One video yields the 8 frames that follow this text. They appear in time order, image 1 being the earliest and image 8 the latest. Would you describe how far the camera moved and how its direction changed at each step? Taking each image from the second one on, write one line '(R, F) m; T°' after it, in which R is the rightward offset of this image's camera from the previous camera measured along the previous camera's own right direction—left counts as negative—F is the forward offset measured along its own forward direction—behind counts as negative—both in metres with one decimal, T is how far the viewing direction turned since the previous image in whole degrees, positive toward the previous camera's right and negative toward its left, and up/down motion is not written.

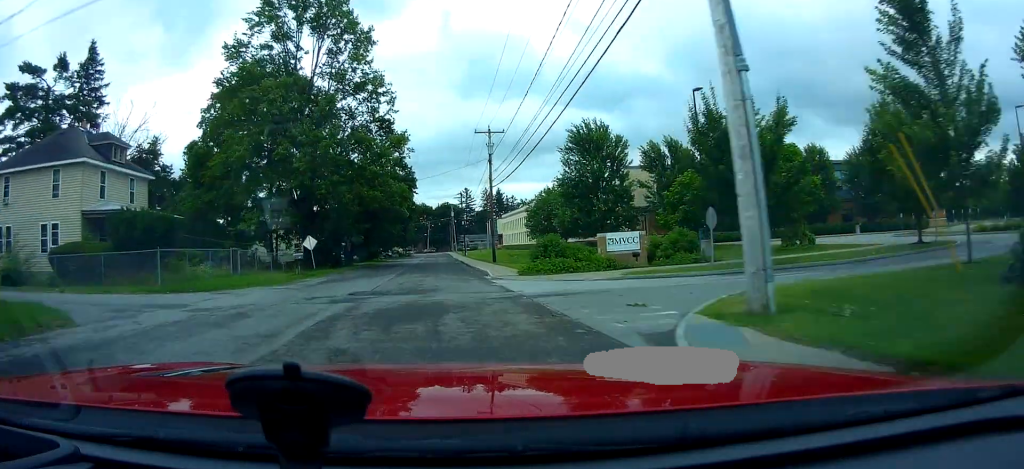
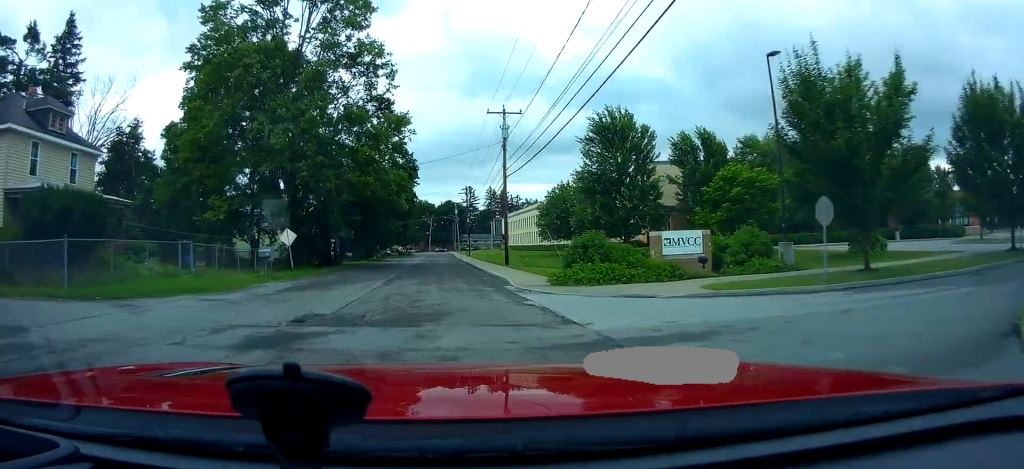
(-0.1, +6.6) m; 0°
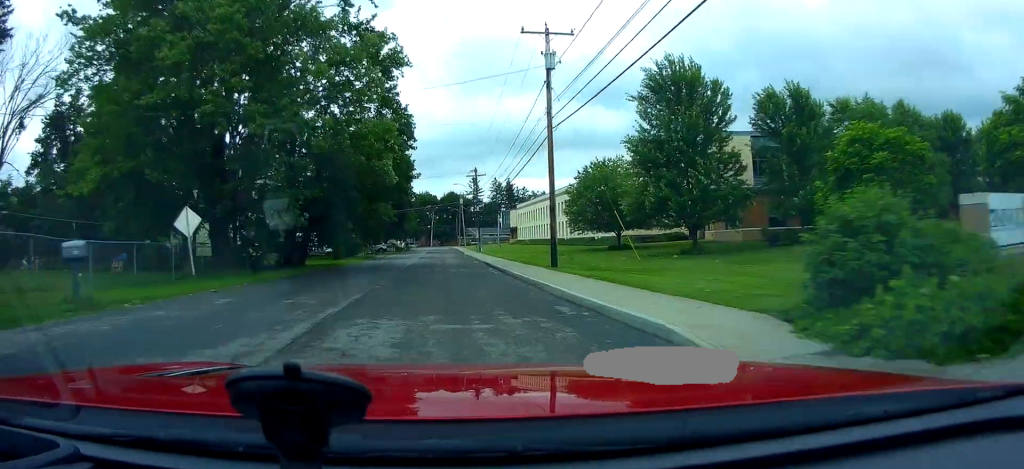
(+0.1, +14.5) m; 0°
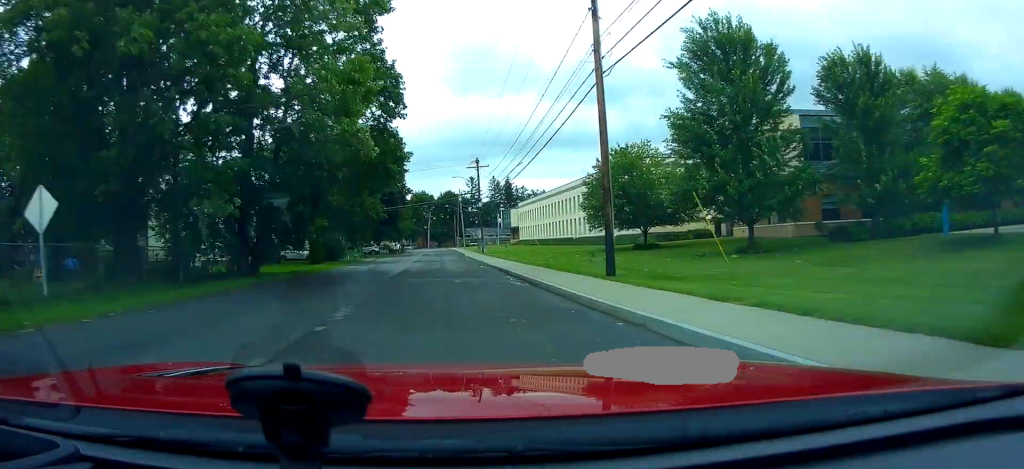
(0.0, +8.3) m; 0°
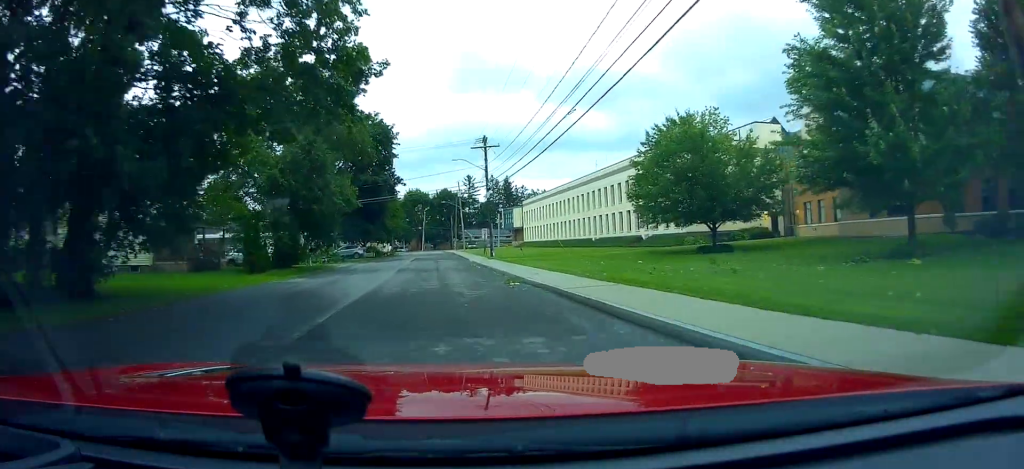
(-0.1, +13.5) m; +2°
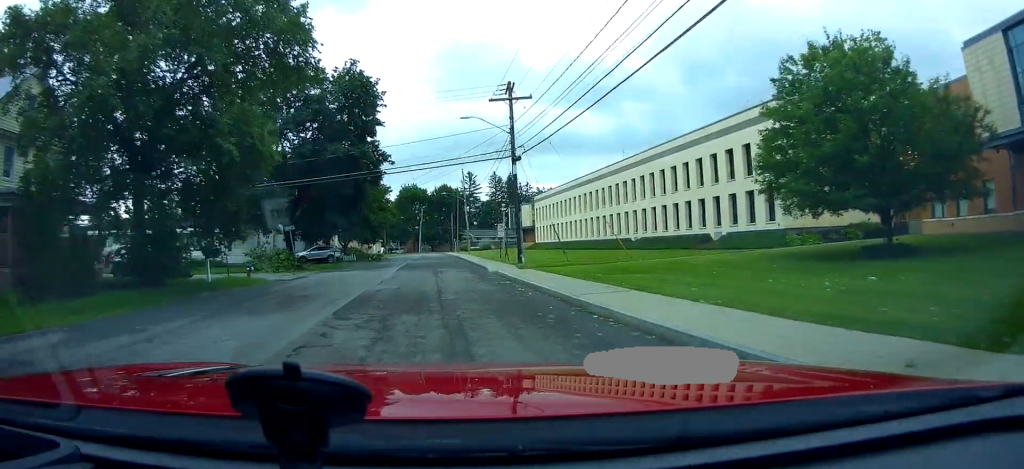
(+0.6, +16.0) m; +1°
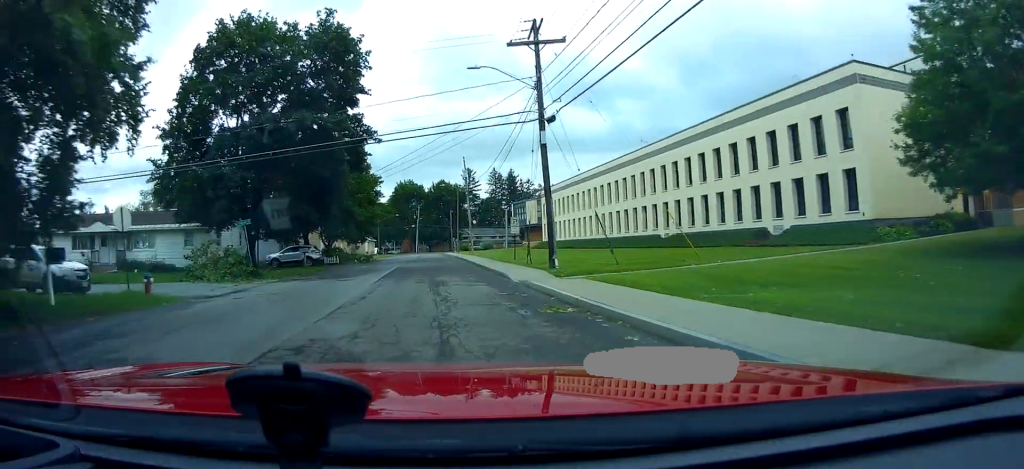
(-0.4, +9.0) m; -2°
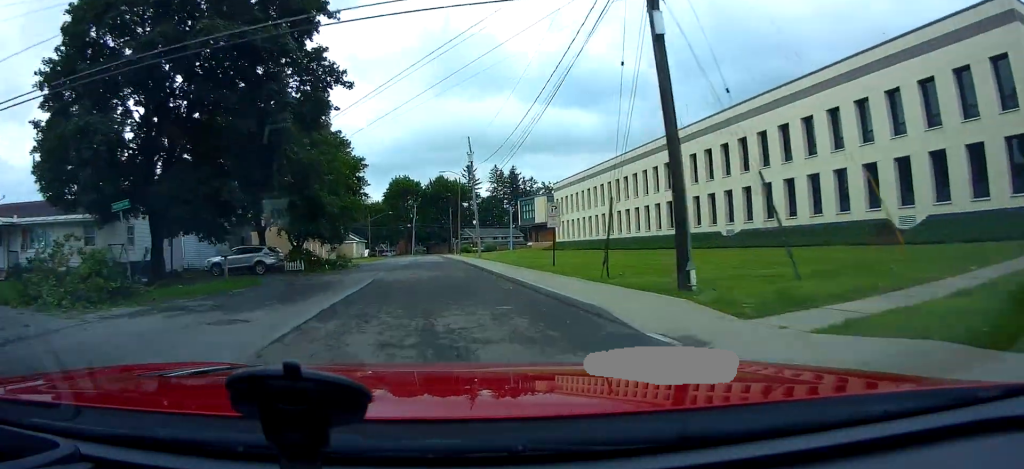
(-0.1, +12.3) m; -1°
